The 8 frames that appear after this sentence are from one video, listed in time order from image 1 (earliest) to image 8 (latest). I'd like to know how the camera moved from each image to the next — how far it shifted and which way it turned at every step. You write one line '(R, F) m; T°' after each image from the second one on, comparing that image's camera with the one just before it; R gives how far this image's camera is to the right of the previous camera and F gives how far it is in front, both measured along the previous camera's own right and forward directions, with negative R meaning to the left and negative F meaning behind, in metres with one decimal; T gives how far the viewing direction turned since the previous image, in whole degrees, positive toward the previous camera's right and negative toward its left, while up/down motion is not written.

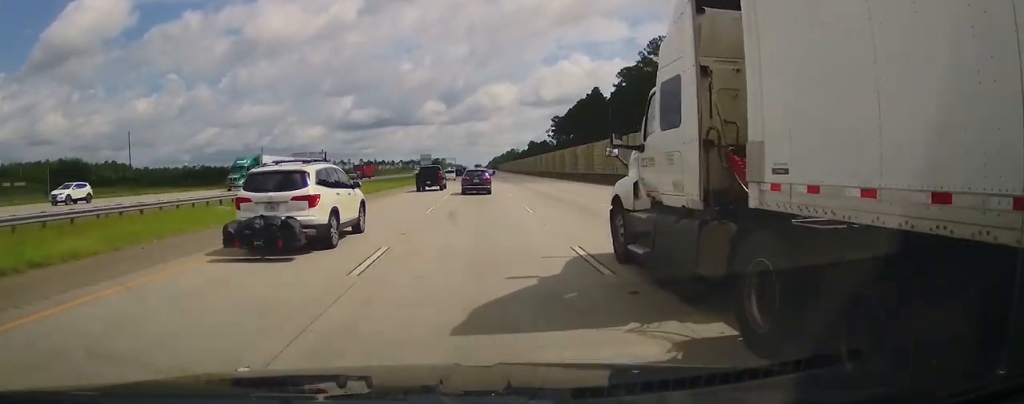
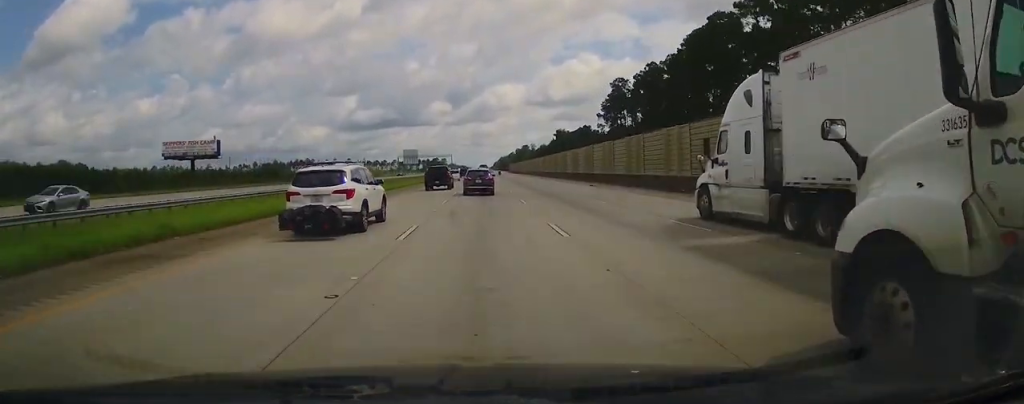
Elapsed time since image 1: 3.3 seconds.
(+0.1, +144.2) m; 0°
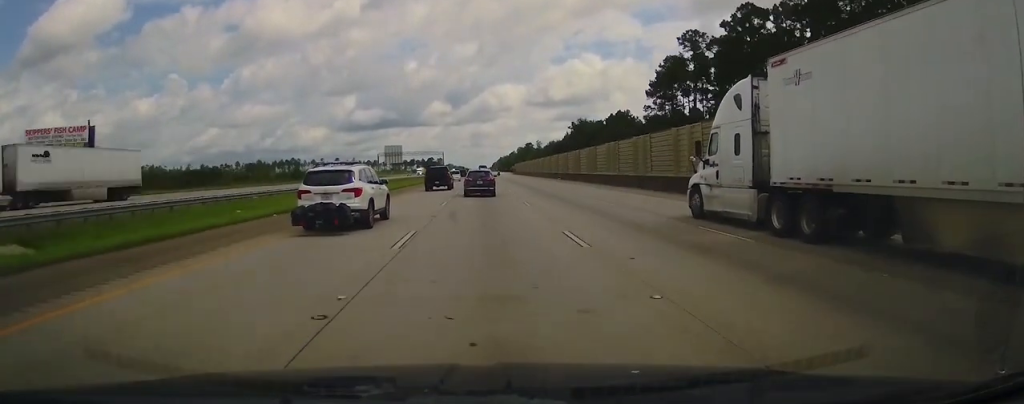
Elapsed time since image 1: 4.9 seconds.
(-0.5, +60.3) m; 0°
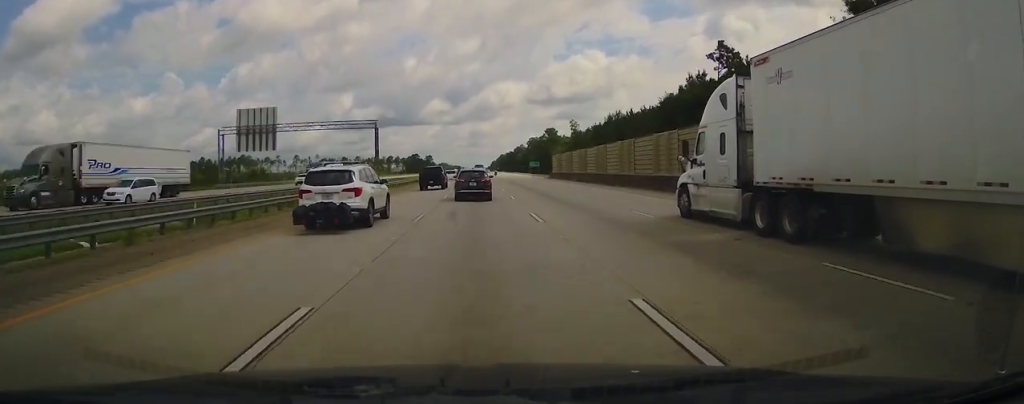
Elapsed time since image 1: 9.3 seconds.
(+0.8, +156.1) m; 0°
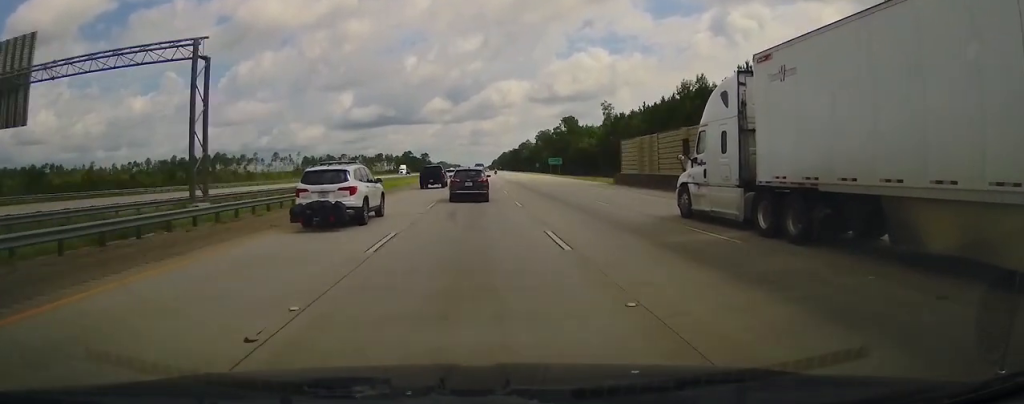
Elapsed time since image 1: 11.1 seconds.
(+0.1, +58.7) m; 0°
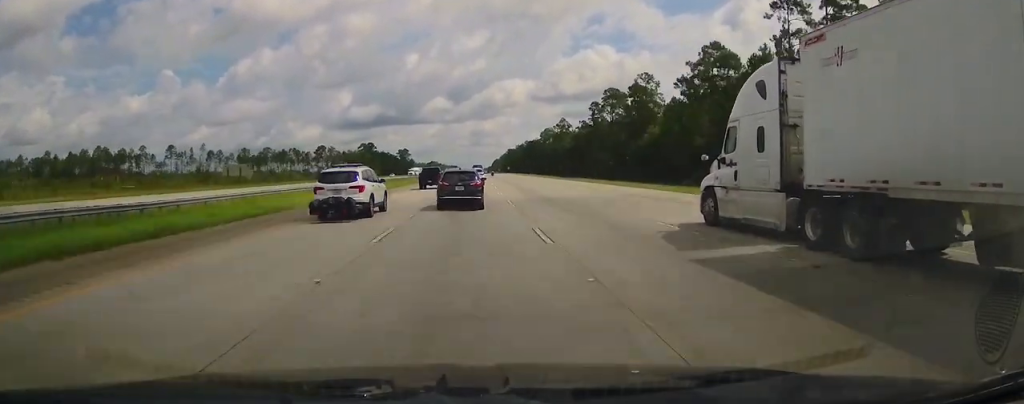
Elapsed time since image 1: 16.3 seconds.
(-1.2, +169.4) m; 0°
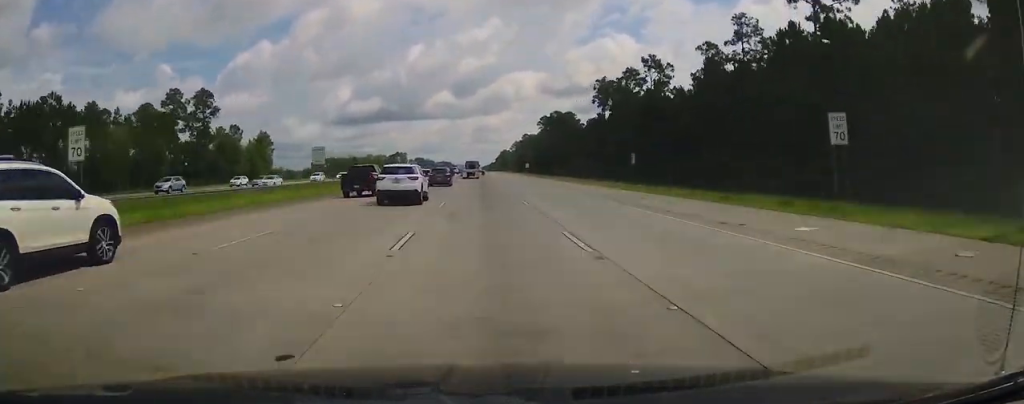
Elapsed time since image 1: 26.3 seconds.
(0.0, +345.0) m; 0°
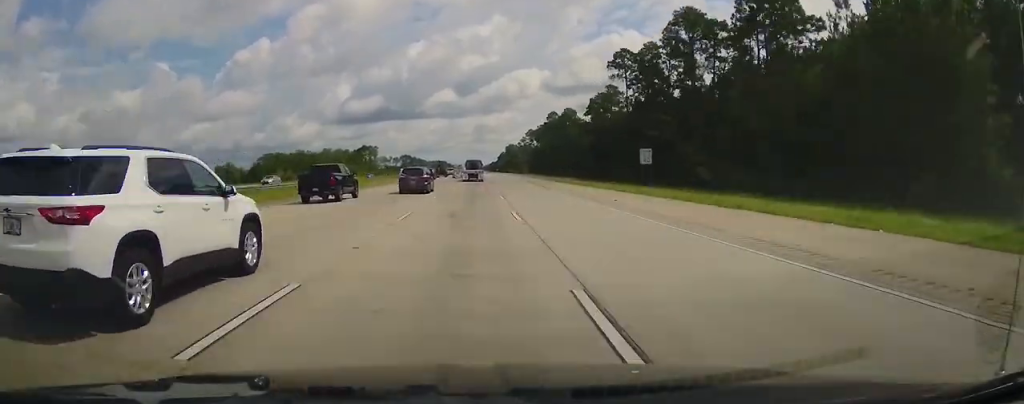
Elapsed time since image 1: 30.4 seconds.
(+1.2, +166.8) m; 0°
